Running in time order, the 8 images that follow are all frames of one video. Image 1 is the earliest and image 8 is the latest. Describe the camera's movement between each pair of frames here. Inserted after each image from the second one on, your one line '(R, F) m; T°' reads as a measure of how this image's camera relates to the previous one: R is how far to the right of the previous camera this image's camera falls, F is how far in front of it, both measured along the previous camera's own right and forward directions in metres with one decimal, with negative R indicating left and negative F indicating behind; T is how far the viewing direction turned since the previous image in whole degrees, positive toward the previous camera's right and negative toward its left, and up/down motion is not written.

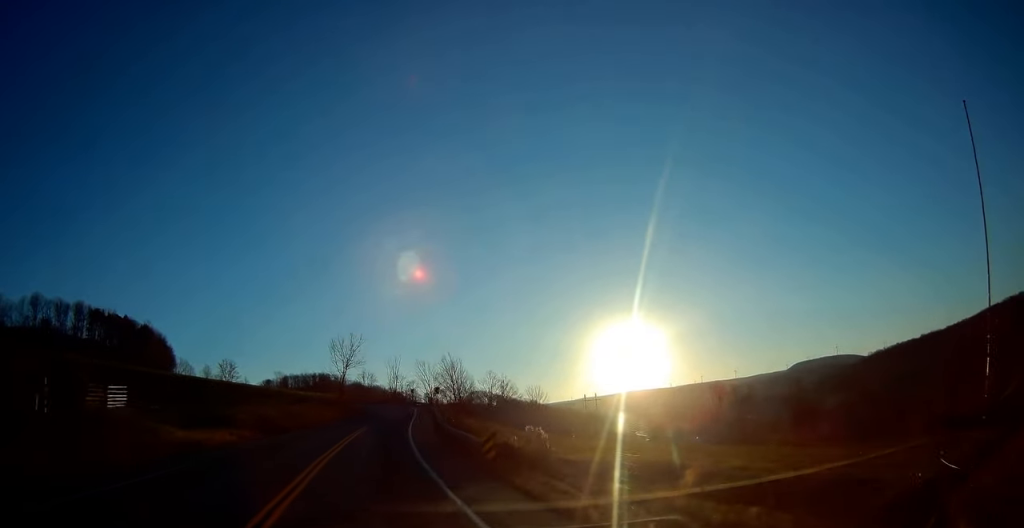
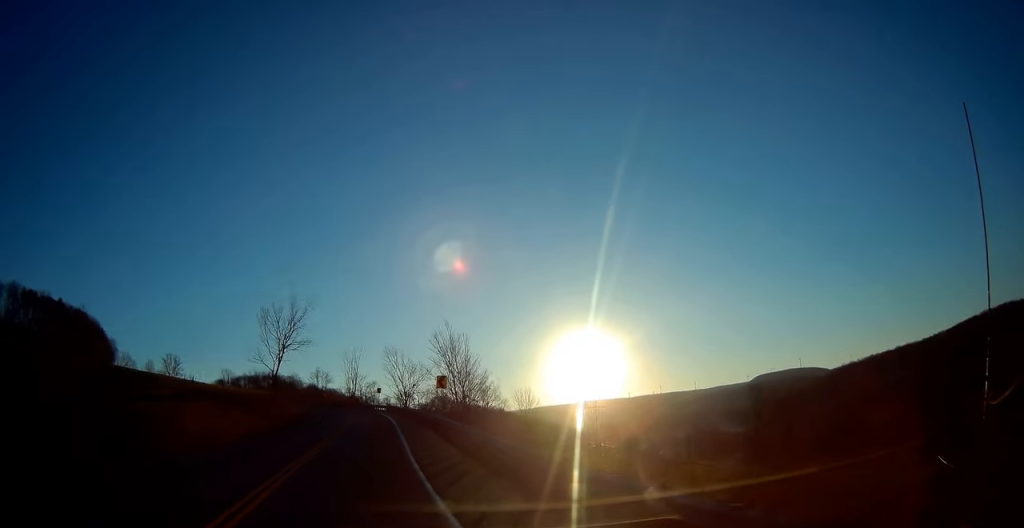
(+1.5, +32.0) m; +5°
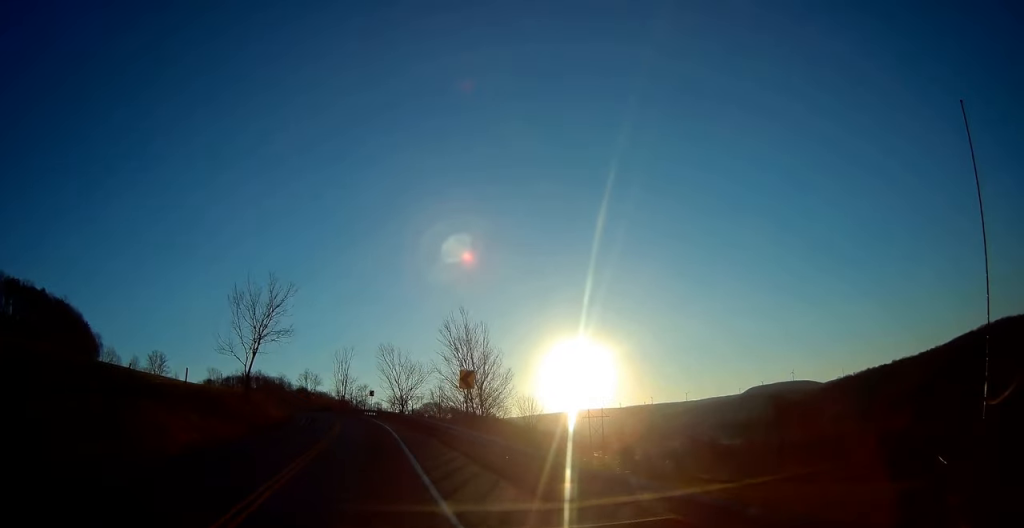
(+0.3, +10.3) m; +1°
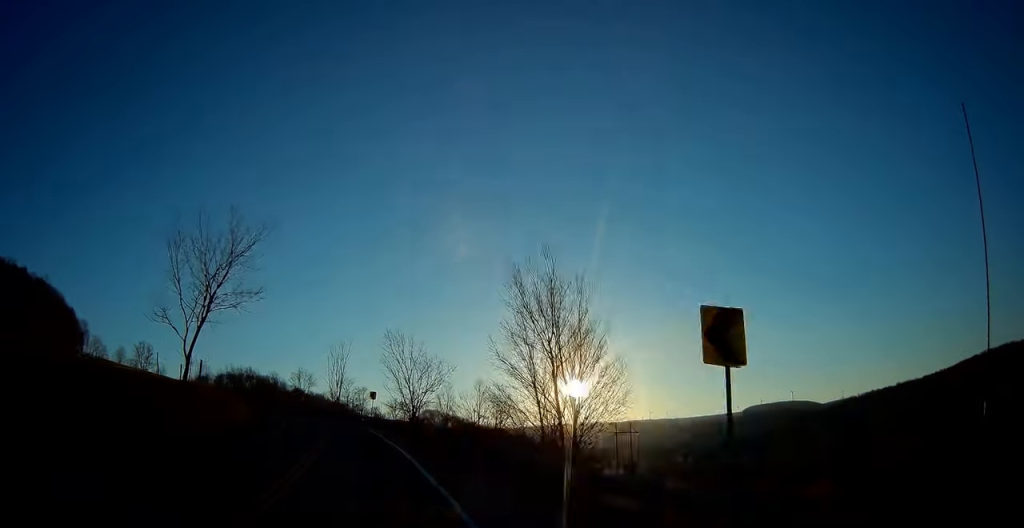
(+0.2, +17.3) m; 0°
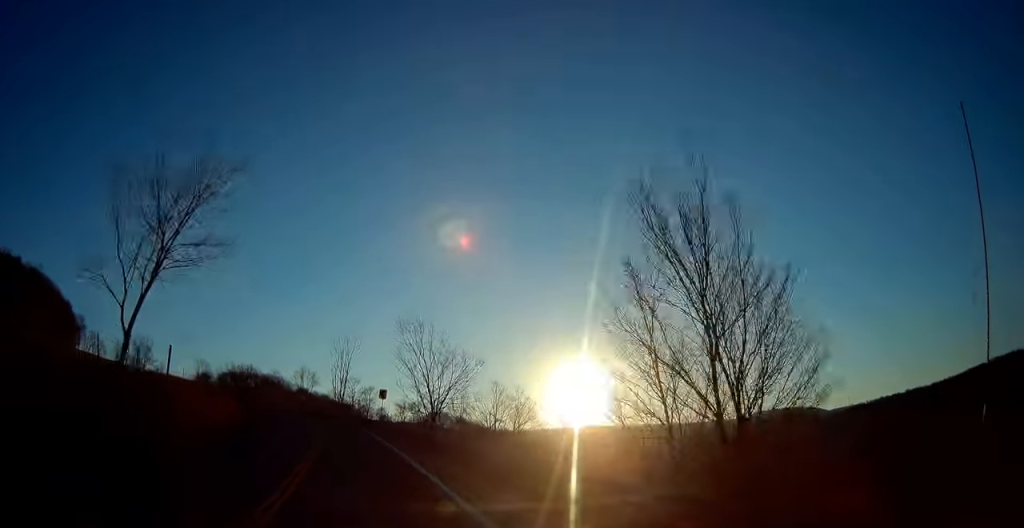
(+0.1, +10.0) m; -1°
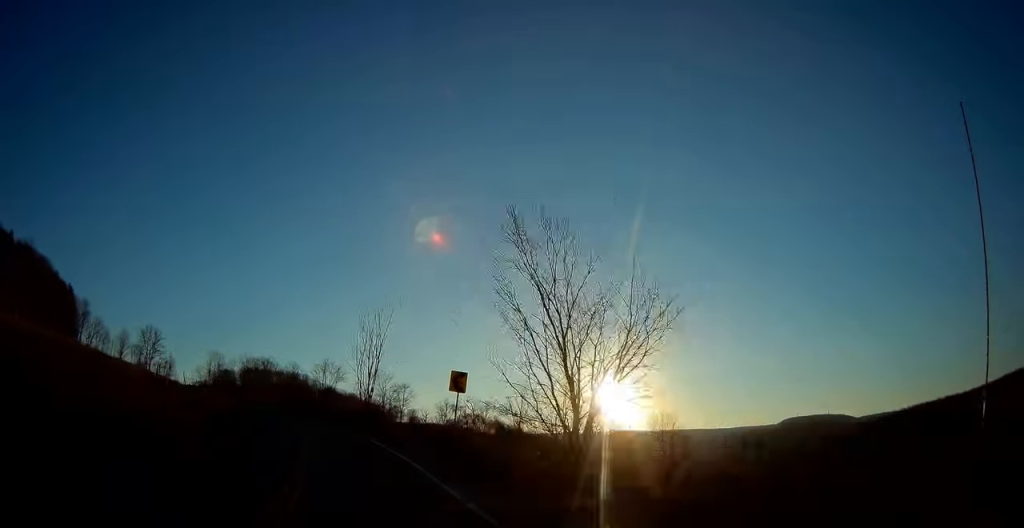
(-0.7, +24.4) m; -3°
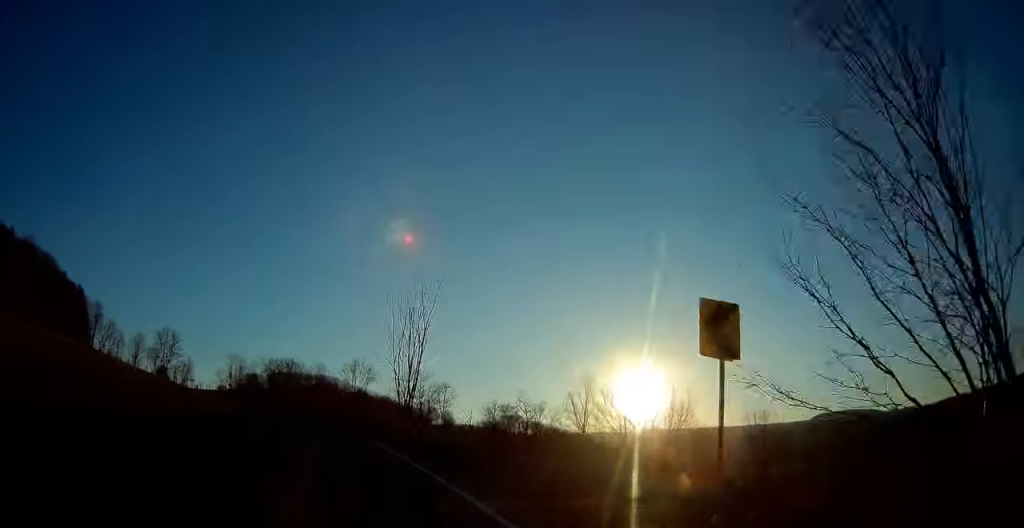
(0.0, +14.4) m; -3°
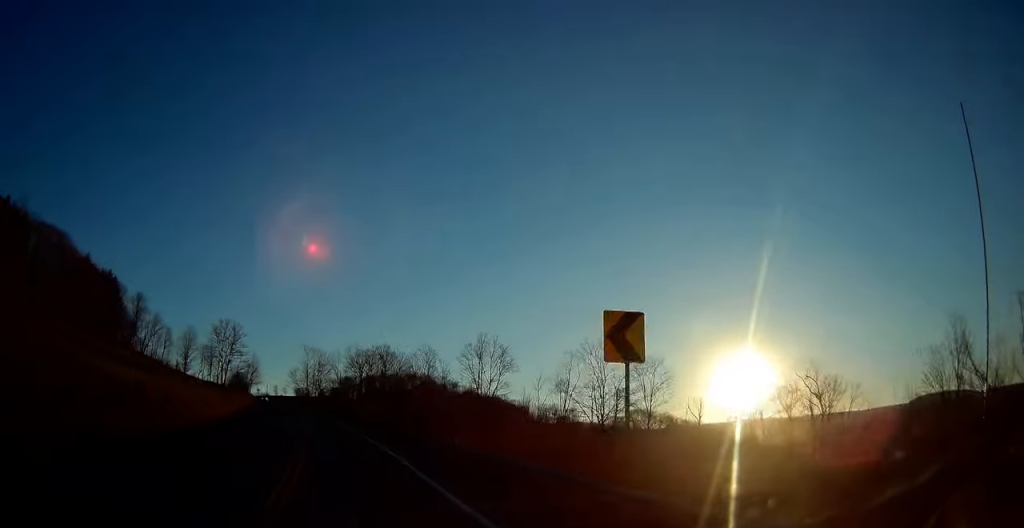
(-3.8, +46.4) m; -9°
